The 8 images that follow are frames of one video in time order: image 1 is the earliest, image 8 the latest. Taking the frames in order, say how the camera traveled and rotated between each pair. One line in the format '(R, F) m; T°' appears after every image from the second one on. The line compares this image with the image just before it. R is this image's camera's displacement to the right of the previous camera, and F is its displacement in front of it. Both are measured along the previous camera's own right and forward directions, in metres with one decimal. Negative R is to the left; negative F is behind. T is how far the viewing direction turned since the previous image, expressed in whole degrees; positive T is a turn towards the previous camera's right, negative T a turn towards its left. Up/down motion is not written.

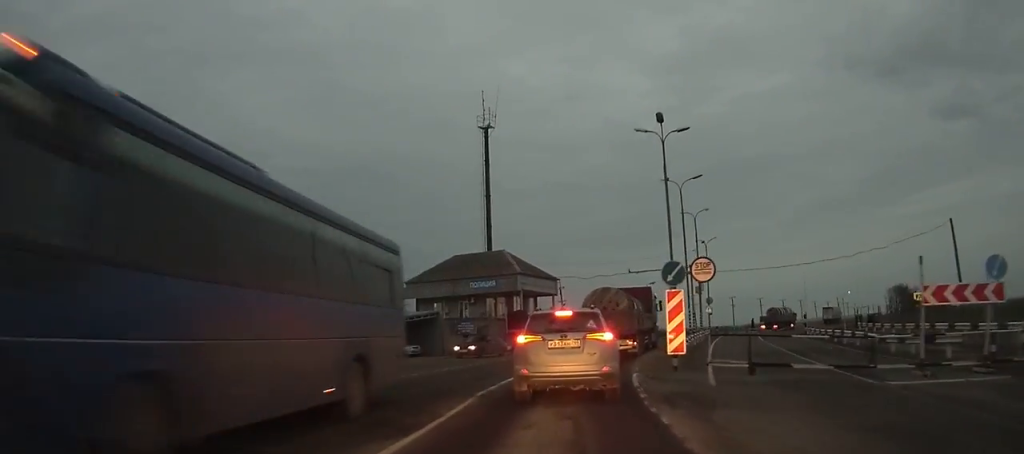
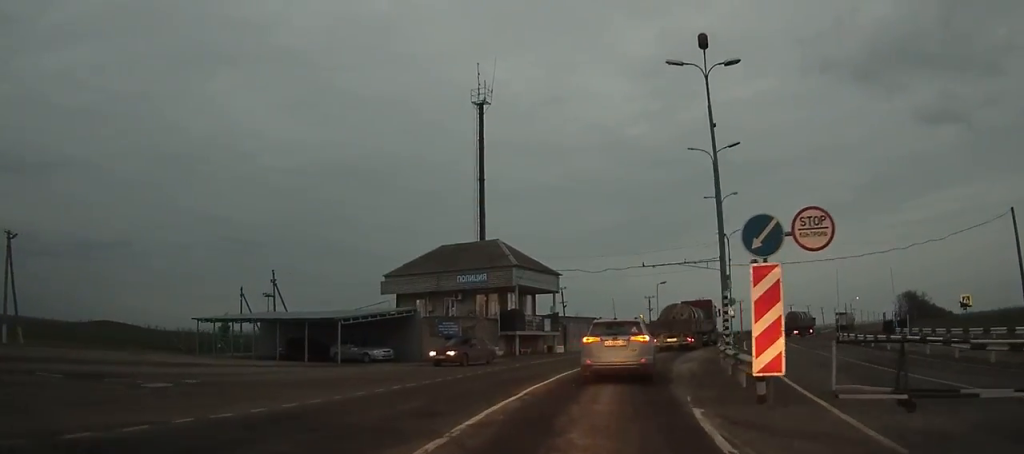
(+0.4, +15.2) m; +3°
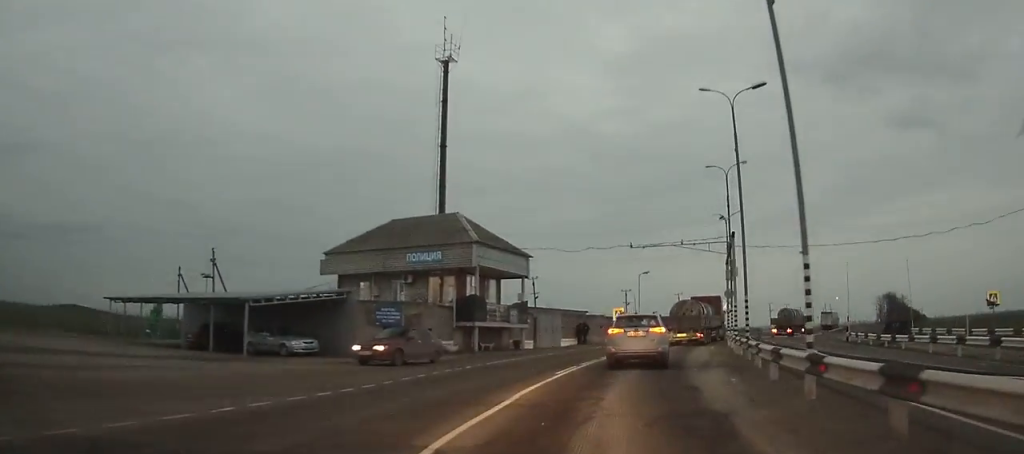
(0.0, +6.3) m; +2°
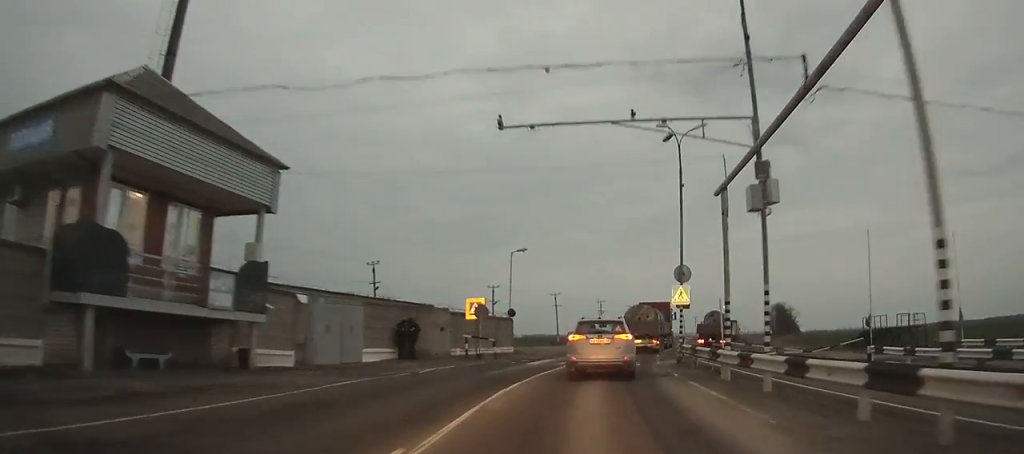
(+1.2, +17.0) m; +9°
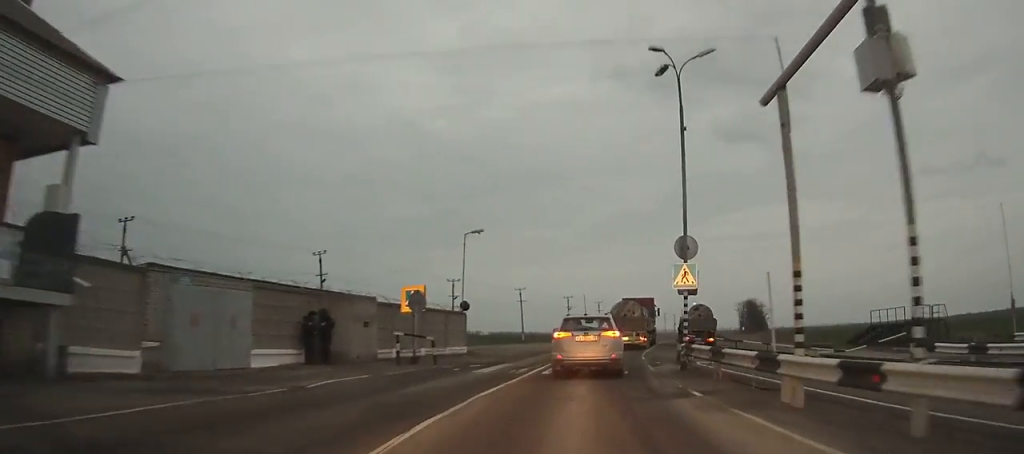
(0.0, +5.5) m; +3°
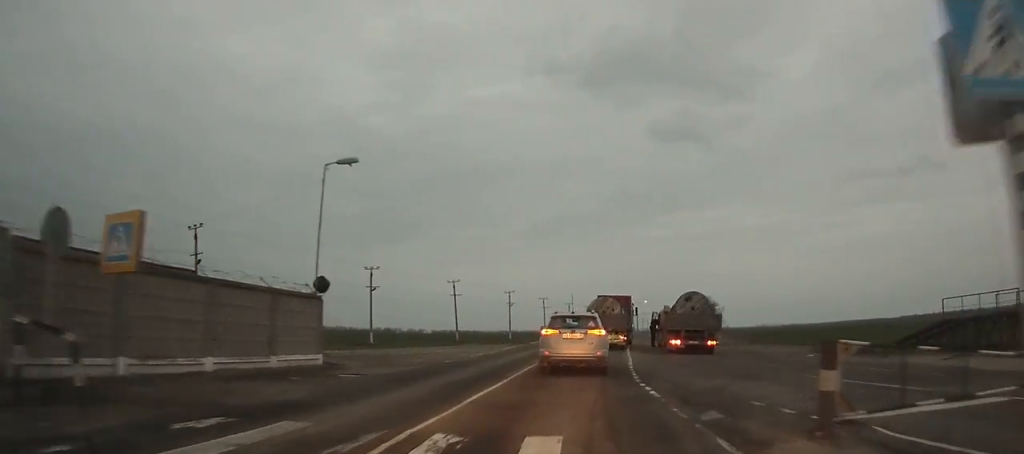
(+0.7, +13.8) m; +5°
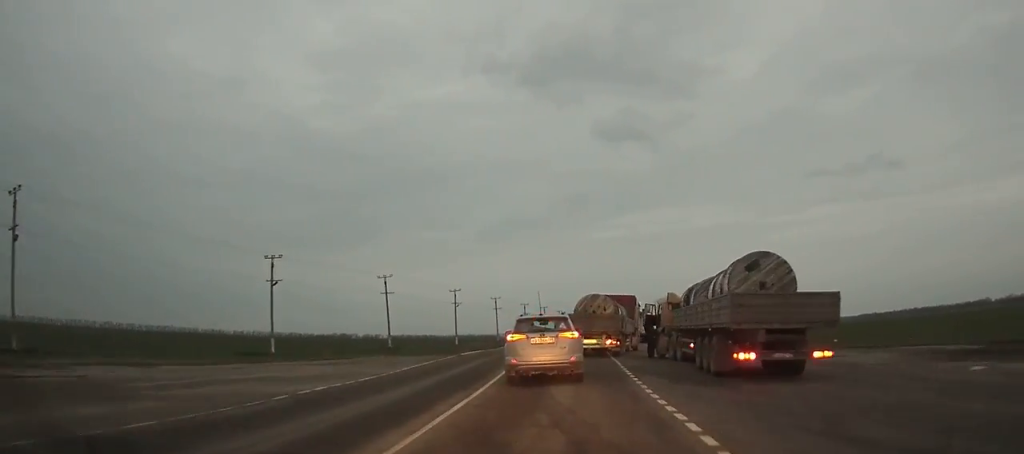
(+0.6, +15.8) m; +3°
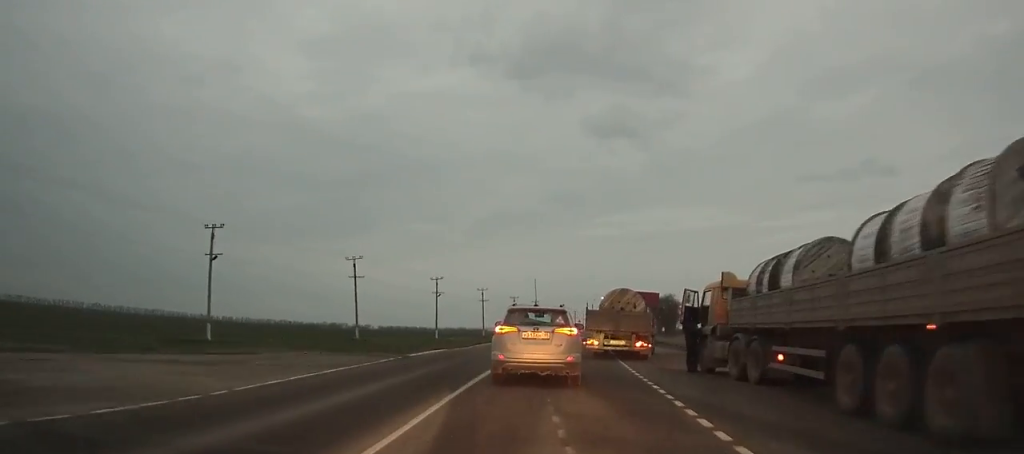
(+0.1, +12.0) m; +1°
